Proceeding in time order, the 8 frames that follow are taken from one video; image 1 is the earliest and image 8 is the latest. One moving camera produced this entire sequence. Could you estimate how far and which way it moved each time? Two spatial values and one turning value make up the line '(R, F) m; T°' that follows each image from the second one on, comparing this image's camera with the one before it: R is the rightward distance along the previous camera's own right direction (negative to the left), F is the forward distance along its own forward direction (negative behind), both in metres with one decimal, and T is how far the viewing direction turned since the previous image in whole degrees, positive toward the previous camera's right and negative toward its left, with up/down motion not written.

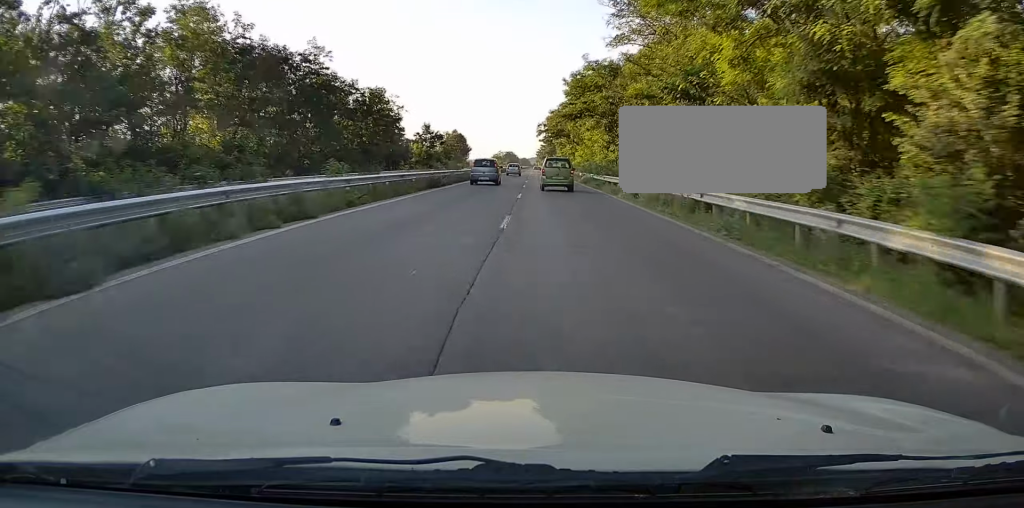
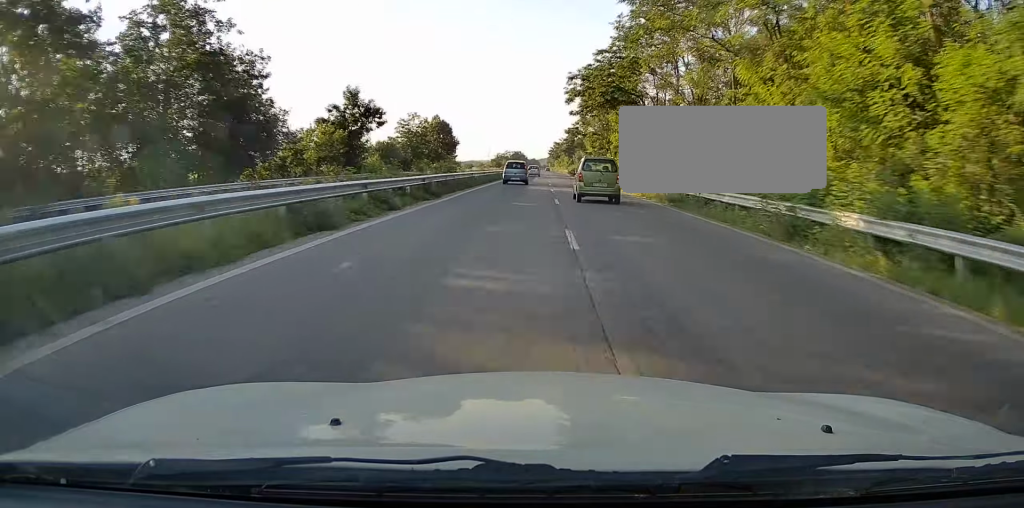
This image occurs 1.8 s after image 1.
(-0.3, +50.8) m; -1°
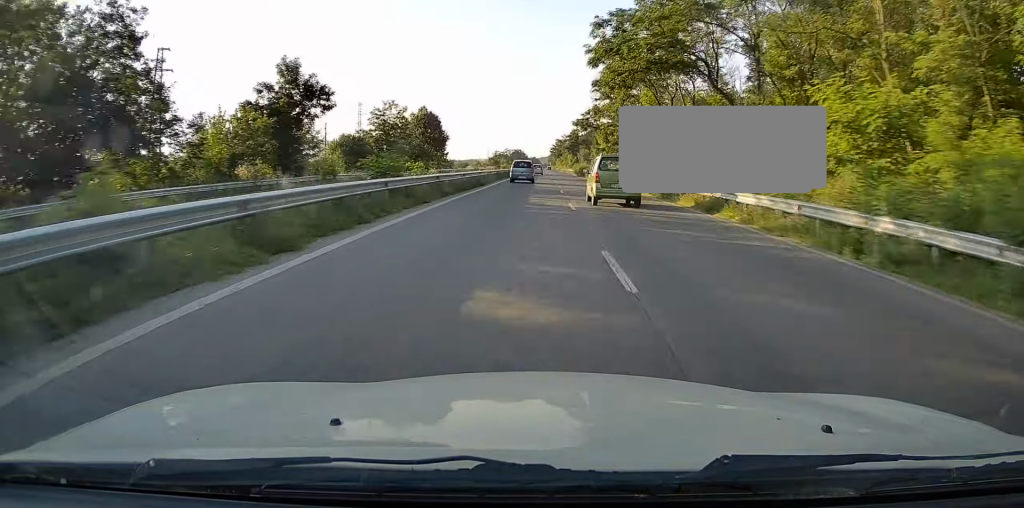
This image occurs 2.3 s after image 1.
(+0.1, +15.4) m; 0°
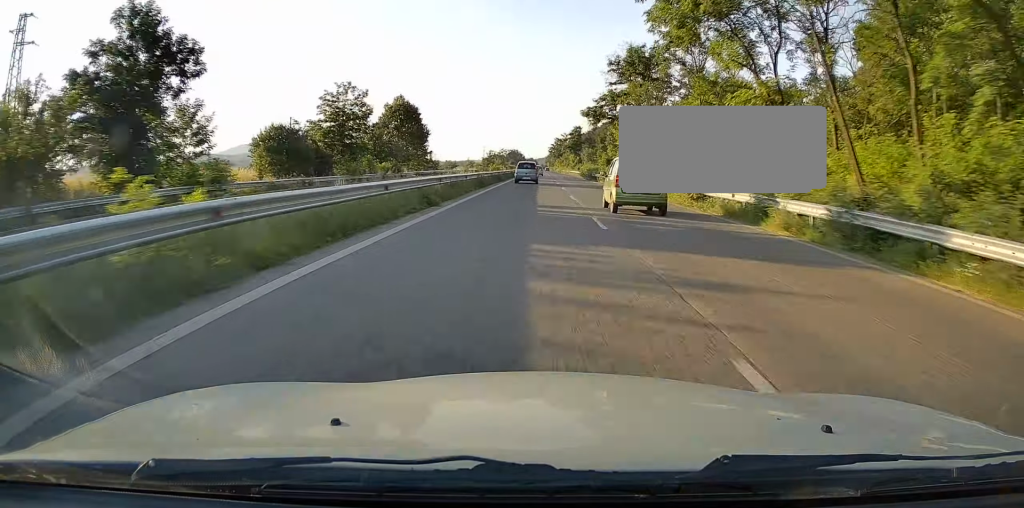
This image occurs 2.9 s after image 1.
(-0.1, +17.4) m; 0°
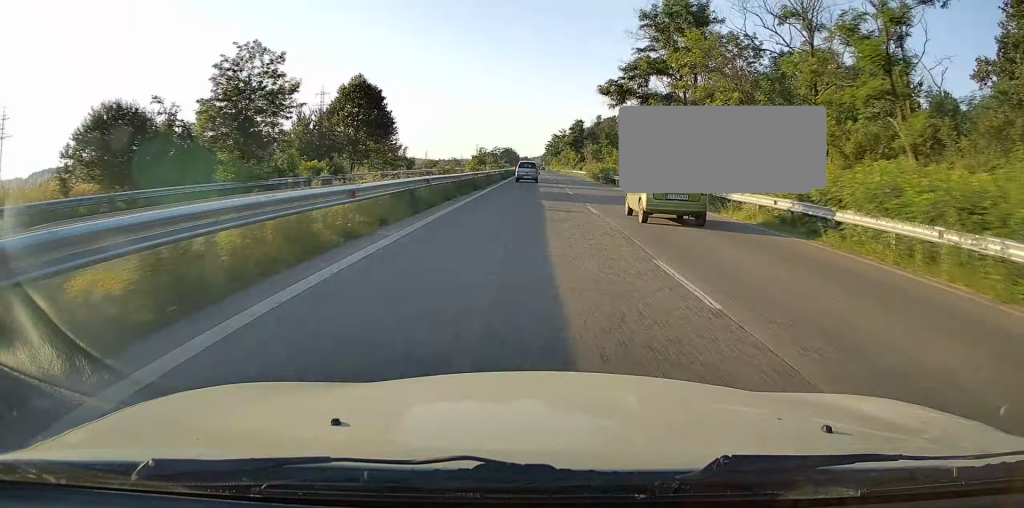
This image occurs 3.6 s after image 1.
(-0.1, +19.3) m; 0°
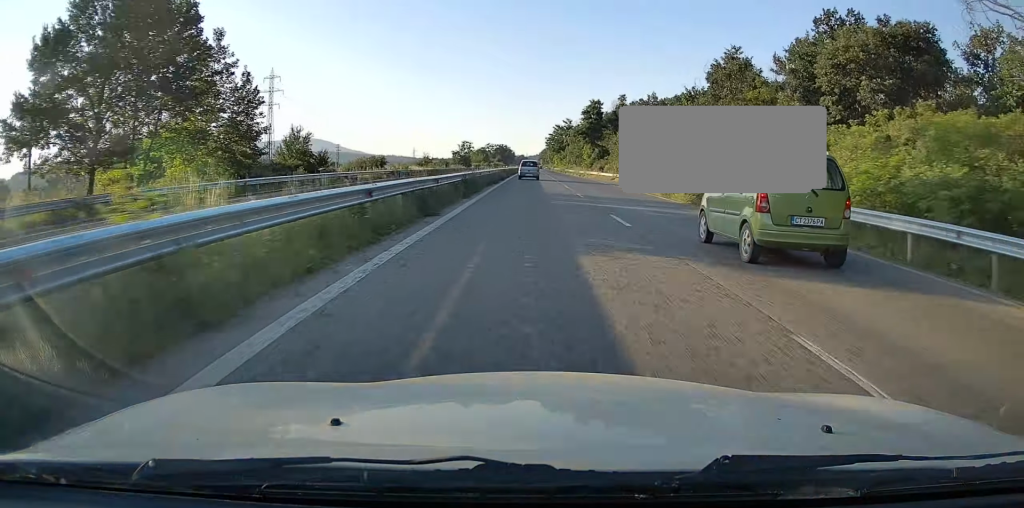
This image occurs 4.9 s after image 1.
(+0.5, +39.8) m; +1°
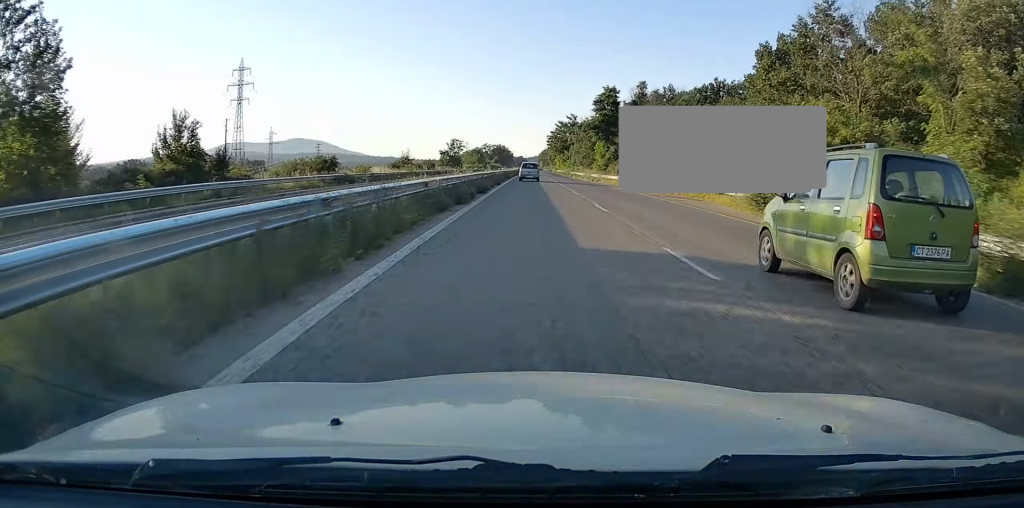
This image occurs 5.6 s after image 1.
(+0.1, +18.6) m; 0°
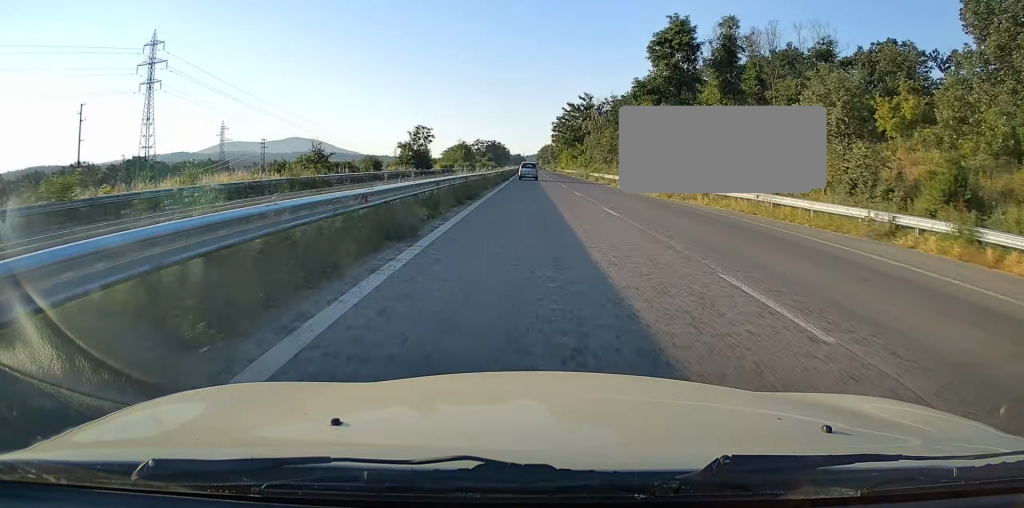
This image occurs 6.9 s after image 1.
(-0.2, +38.3) m; 0°
